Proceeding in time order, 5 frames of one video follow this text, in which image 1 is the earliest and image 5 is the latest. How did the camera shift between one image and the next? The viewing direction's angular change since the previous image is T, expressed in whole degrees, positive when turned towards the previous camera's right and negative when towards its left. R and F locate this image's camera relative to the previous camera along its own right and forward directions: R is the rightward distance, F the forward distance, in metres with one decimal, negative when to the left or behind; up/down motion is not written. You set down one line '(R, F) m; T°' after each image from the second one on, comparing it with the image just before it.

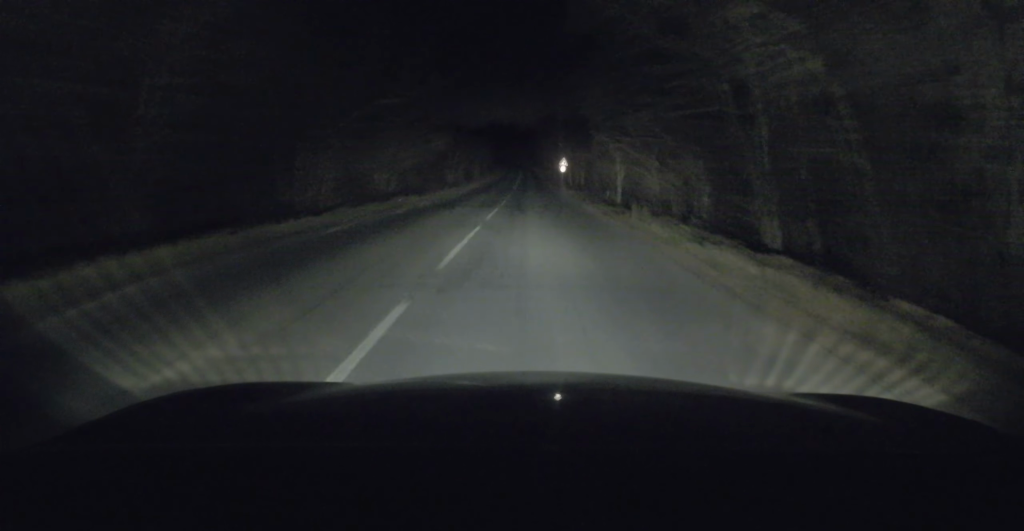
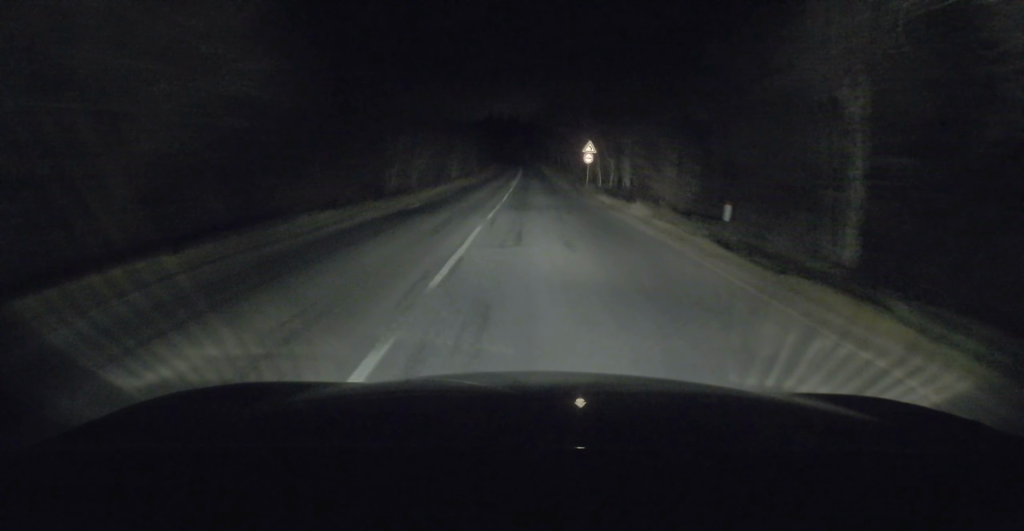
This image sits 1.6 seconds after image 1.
(-0.1, +27.6) m; -1°
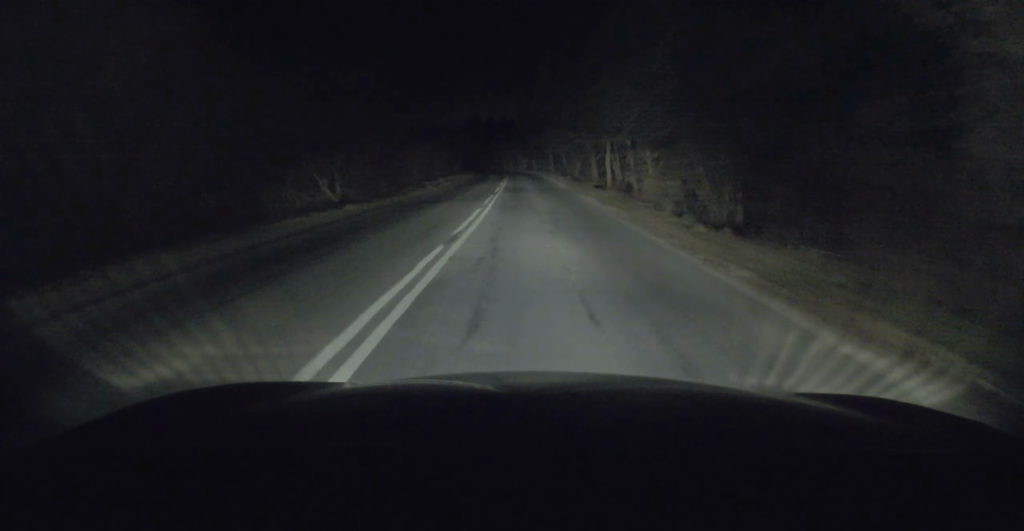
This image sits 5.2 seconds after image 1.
(+0.2, +64.3) m; 0°
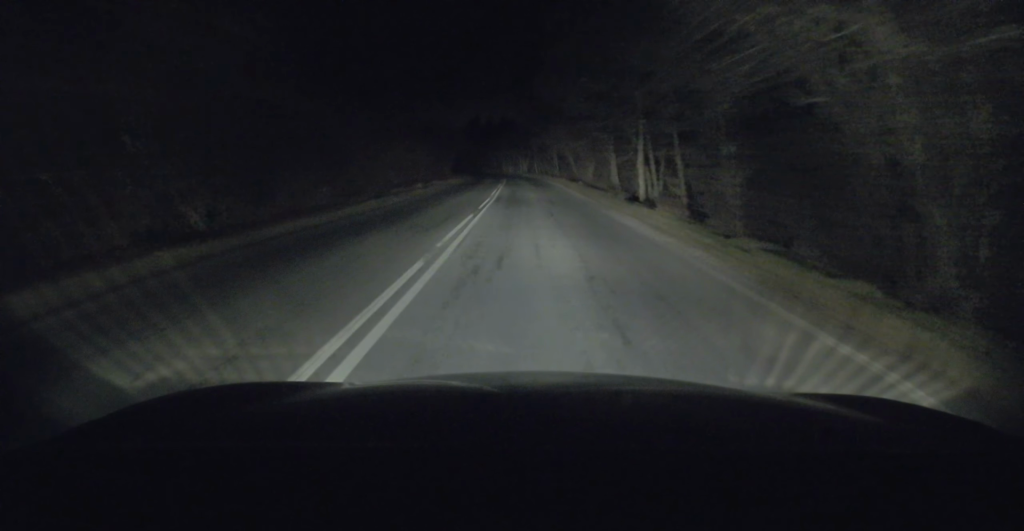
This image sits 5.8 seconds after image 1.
(-0.1, +10.6) m; 0°
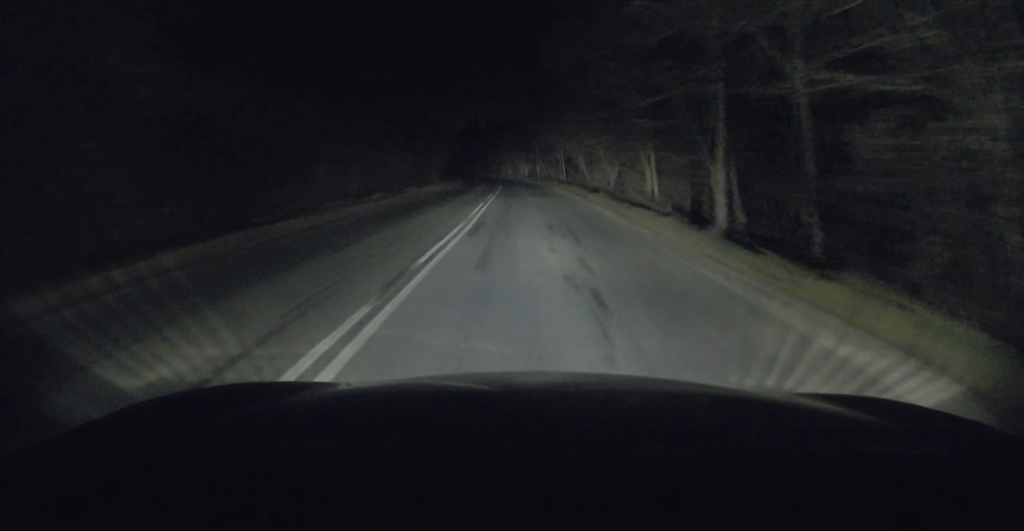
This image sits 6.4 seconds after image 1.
(+0.2, +11.3) m; 0°
